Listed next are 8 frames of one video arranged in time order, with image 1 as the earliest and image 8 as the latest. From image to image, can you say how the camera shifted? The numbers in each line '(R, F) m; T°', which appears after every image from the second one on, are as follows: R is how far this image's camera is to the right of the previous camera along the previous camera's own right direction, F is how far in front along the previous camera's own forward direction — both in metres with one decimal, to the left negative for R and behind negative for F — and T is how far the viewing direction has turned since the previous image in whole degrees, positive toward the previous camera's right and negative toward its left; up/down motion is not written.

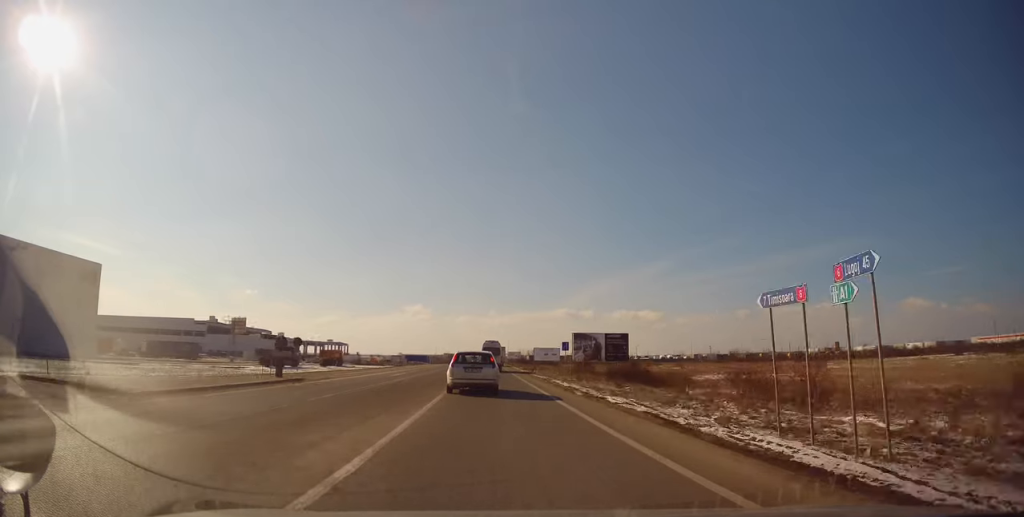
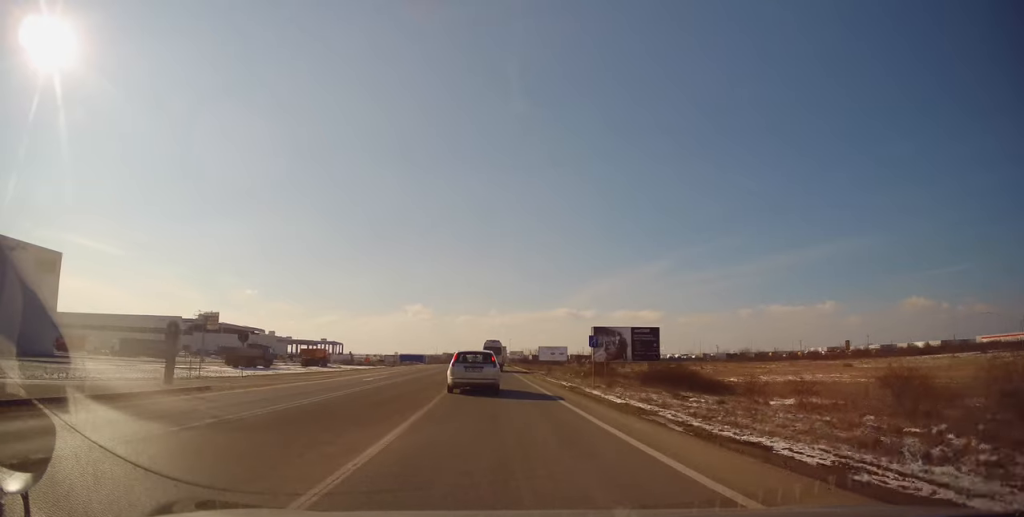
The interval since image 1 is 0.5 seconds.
(-0.1, +10.4) m; -1°
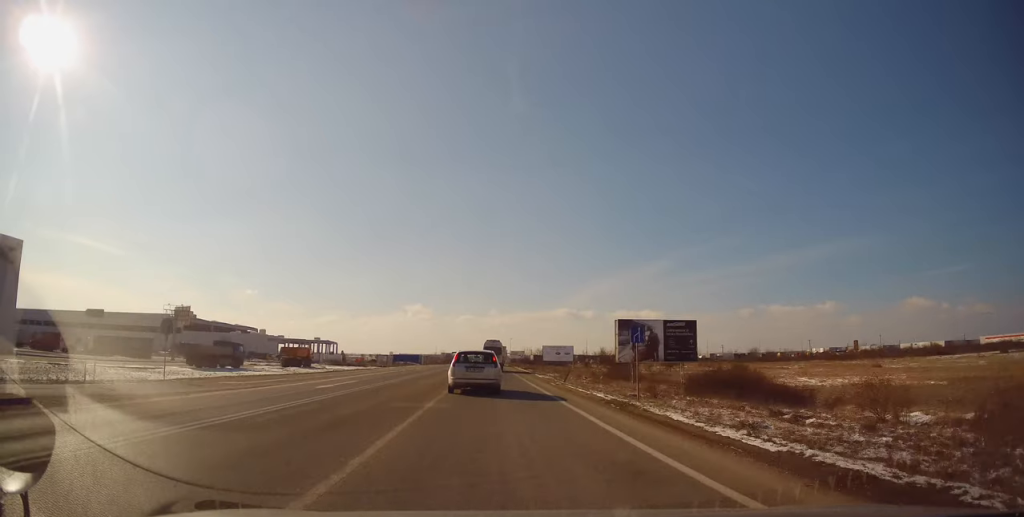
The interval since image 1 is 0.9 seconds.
(0.0, +8.9) m; 0°
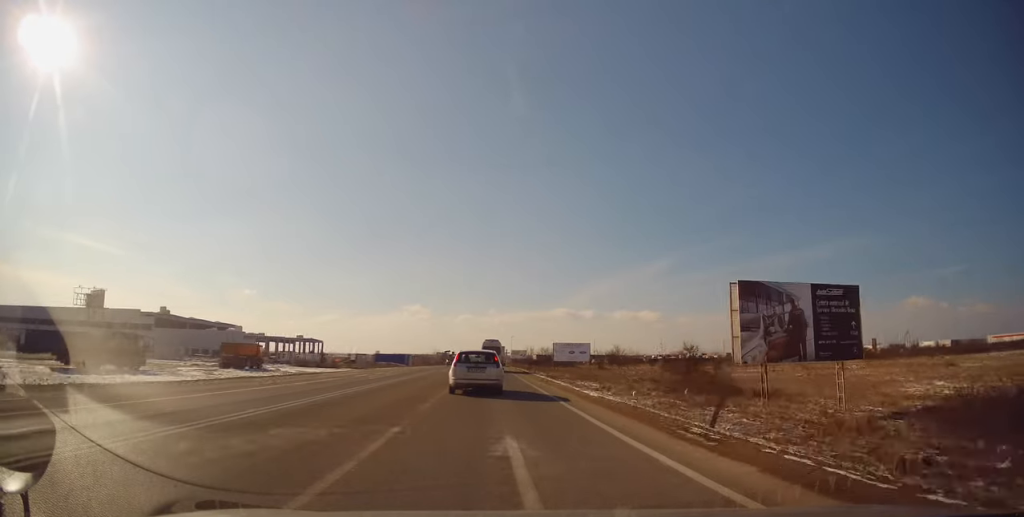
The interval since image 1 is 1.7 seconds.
(+0.1, +19.2) m; +1°
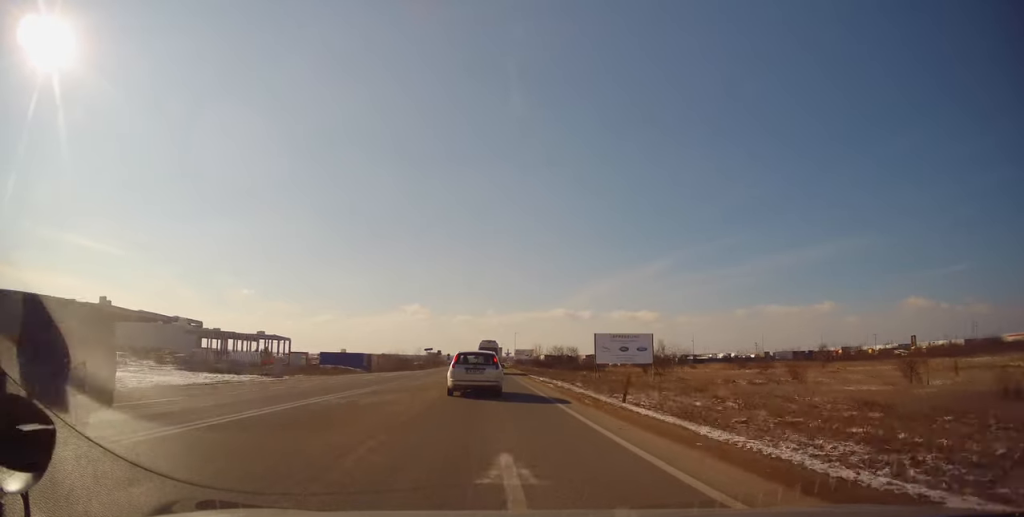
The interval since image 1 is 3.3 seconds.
(+0.7, +35.2) m; 0°
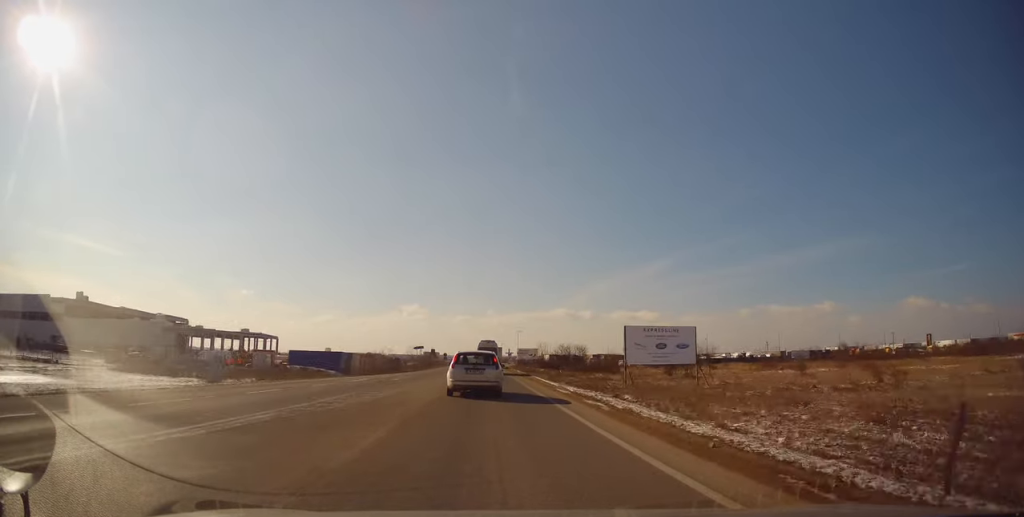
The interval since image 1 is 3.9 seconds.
(-0.2, +11.8) m; 0°
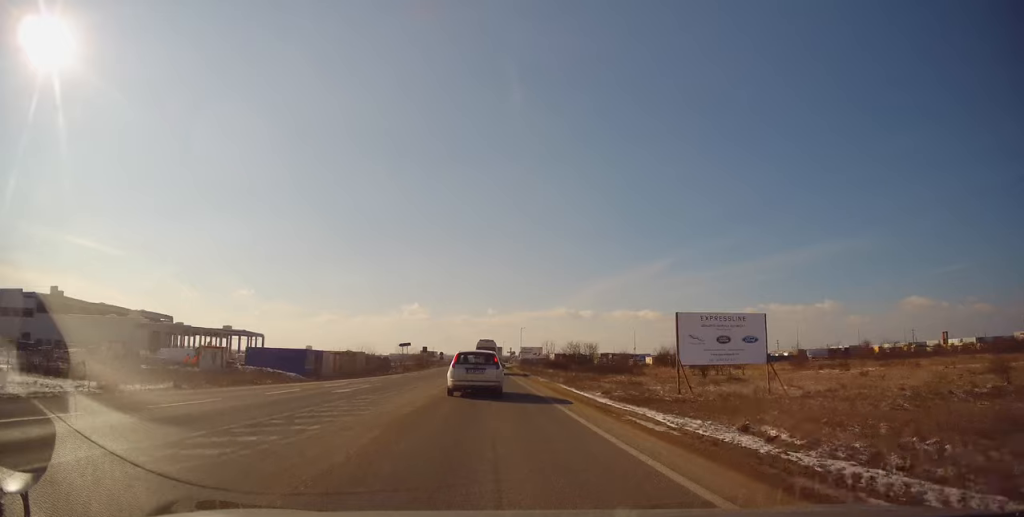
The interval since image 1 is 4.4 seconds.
(-0.3, +11.7) m; 0°
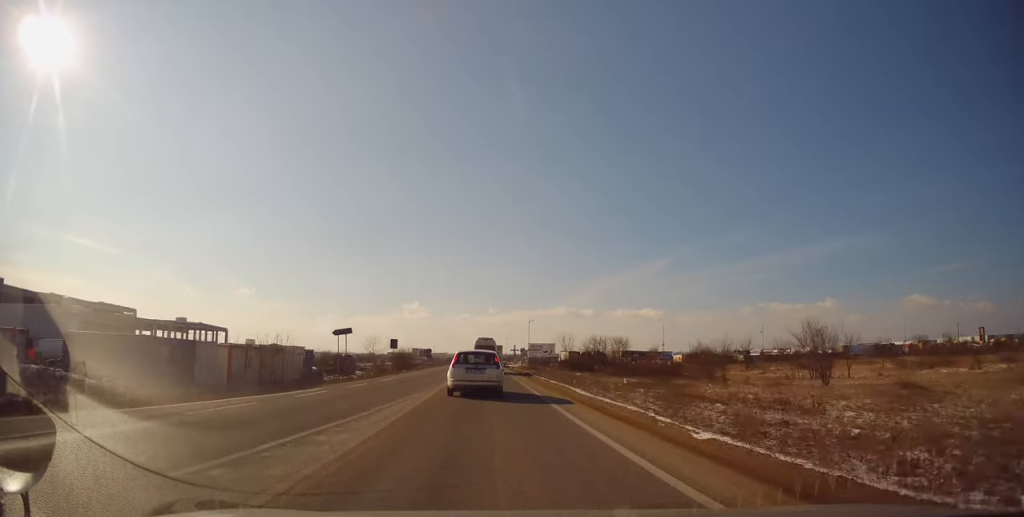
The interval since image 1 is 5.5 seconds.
(+0.4, +24.2) m; 0°
